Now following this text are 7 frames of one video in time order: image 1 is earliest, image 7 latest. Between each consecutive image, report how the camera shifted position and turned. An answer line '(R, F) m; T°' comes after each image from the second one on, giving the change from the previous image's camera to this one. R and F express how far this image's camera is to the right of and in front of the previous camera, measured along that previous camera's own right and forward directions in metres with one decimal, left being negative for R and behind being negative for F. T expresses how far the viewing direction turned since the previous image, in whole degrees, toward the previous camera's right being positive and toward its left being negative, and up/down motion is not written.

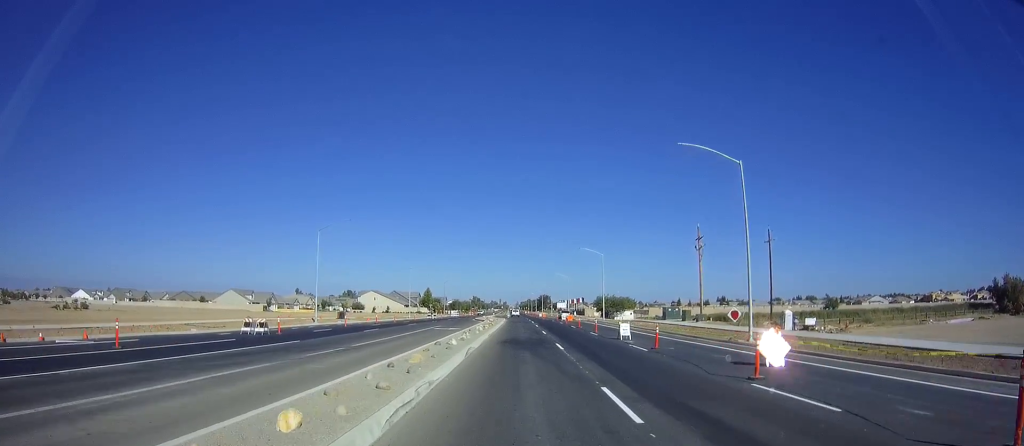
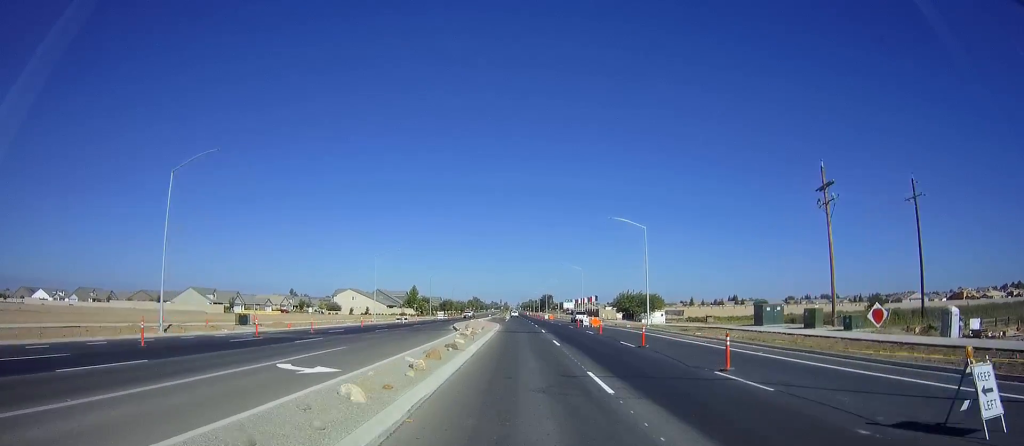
(+0.4, +25.8) m; +1°
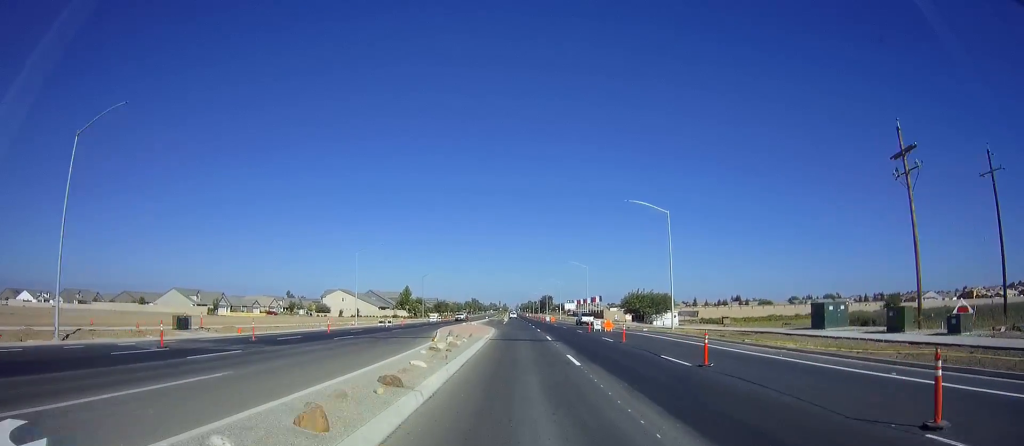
(0.0, +8.6) m; 0°
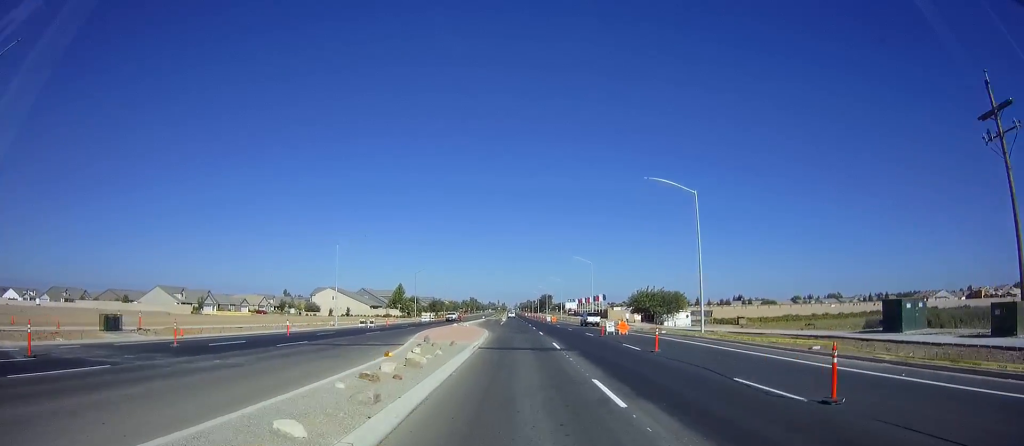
(0.0, +7.3) m; 0°
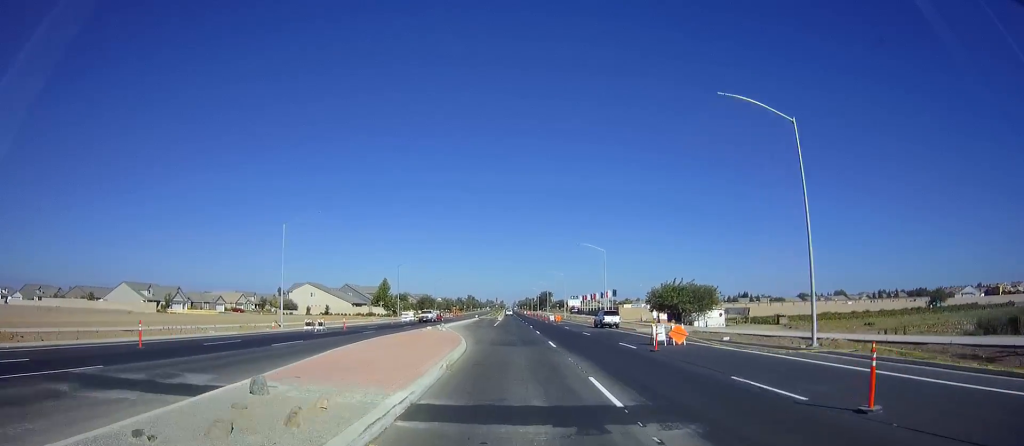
(0.0, +14.5) m; -1°
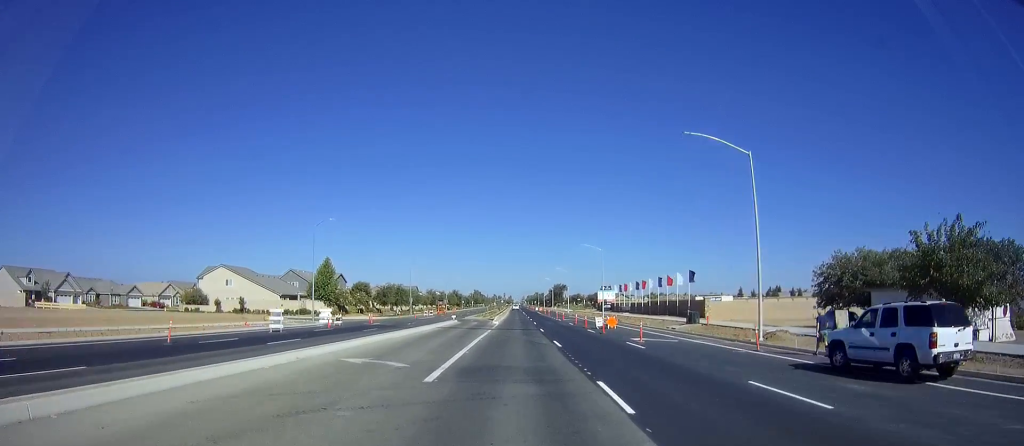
(-0.1, +45.0) m; 0°
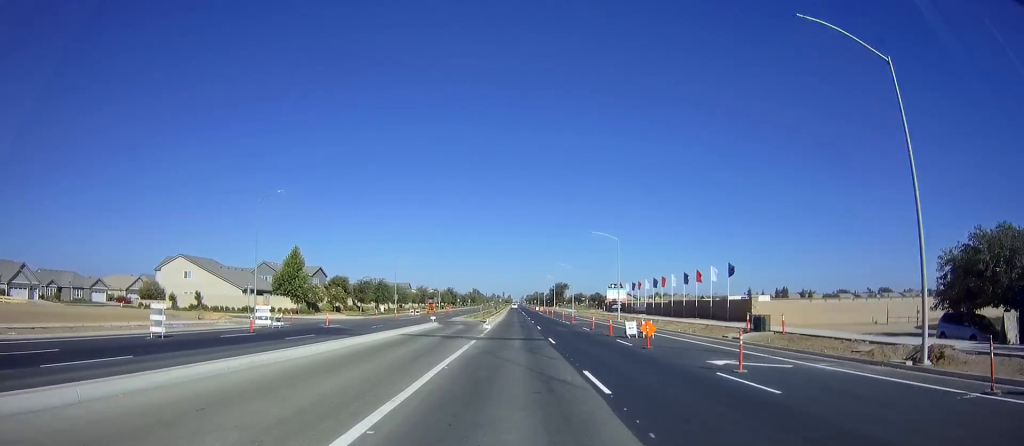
(0.0, +12.7) m; 0°
